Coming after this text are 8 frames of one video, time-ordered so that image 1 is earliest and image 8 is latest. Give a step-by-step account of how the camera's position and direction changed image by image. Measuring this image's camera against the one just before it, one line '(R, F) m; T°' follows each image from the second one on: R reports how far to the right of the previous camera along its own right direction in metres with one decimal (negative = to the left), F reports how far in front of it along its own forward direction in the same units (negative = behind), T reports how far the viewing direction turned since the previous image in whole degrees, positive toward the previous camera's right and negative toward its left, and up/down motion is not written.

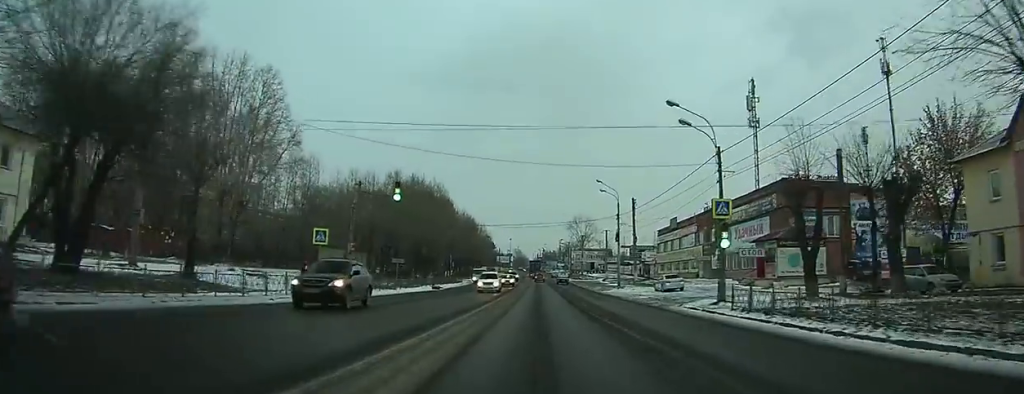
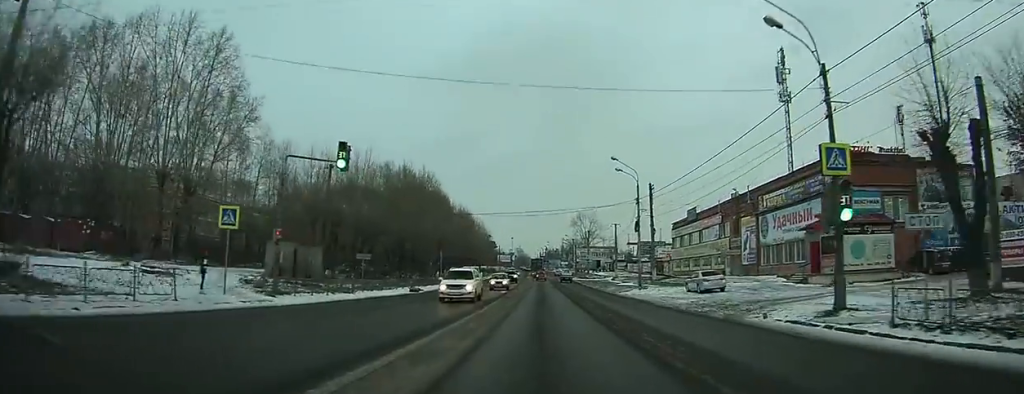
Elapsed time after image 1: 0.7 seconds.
(+0.1, +10.7) m; 0°
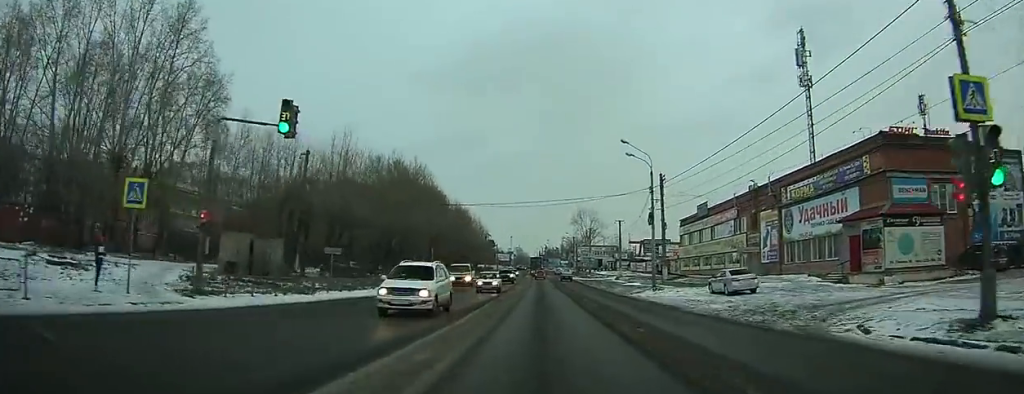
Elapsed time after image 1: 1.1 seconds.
(0.0, +6.1) m; 0°
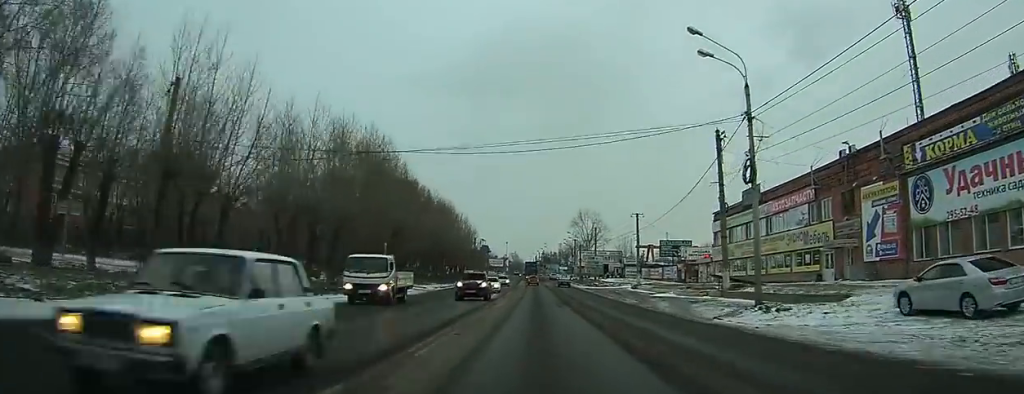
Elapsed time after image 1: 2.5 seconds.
(-0.1, +20.7) m; -1°
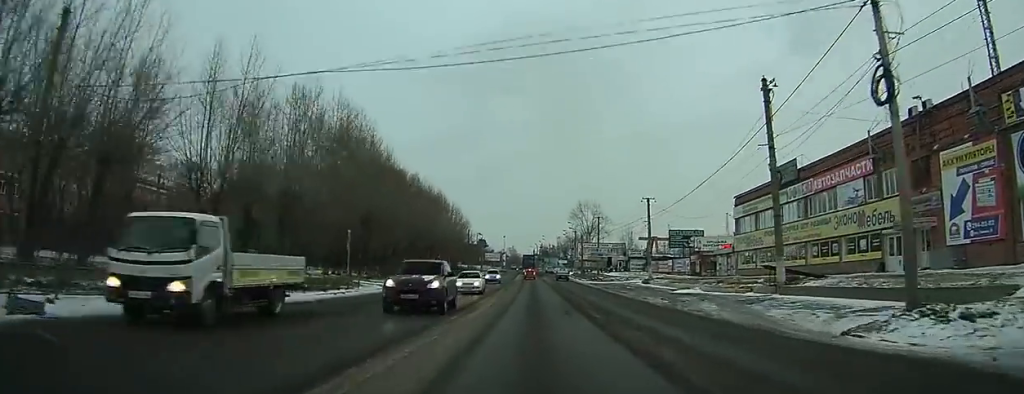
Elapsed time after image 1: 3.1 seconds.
(-0.2, +9.5) m; 0°
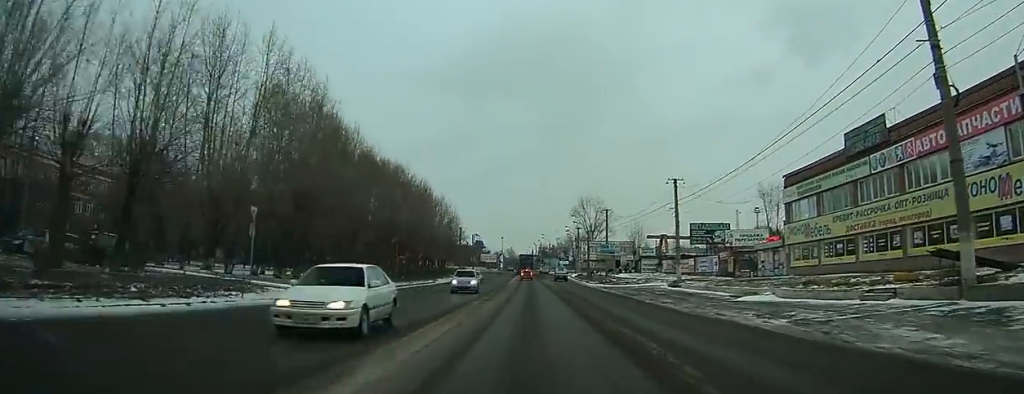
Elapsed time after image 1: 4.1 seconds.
(+0.1, +14.5) m; 0°
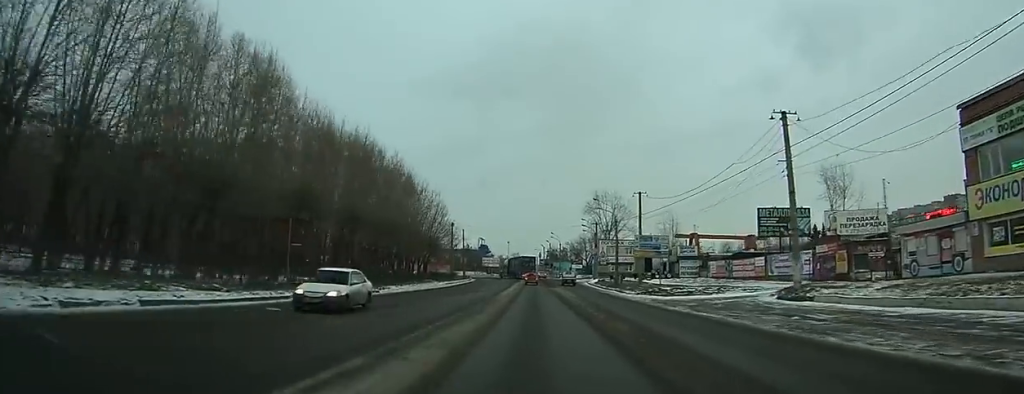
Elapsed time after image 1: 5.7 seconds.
(-0.2, +24.1) m; -1°
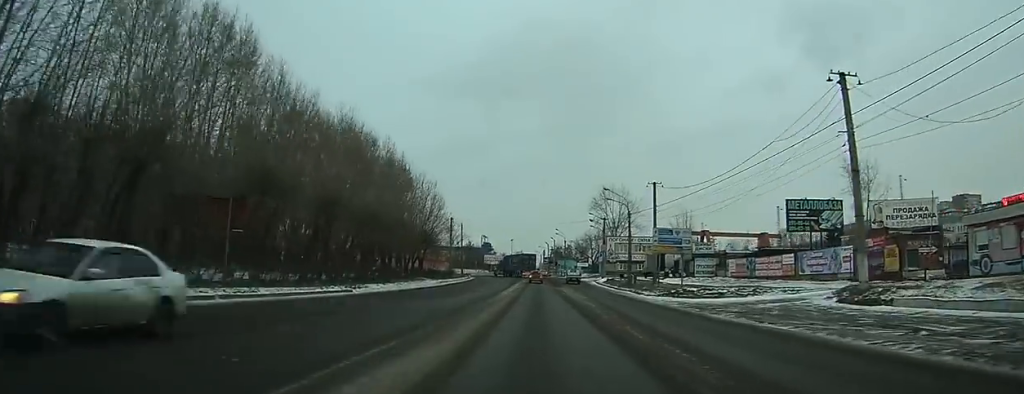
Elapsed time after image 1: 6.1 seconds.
(0.0, +6.3) m; 0°
